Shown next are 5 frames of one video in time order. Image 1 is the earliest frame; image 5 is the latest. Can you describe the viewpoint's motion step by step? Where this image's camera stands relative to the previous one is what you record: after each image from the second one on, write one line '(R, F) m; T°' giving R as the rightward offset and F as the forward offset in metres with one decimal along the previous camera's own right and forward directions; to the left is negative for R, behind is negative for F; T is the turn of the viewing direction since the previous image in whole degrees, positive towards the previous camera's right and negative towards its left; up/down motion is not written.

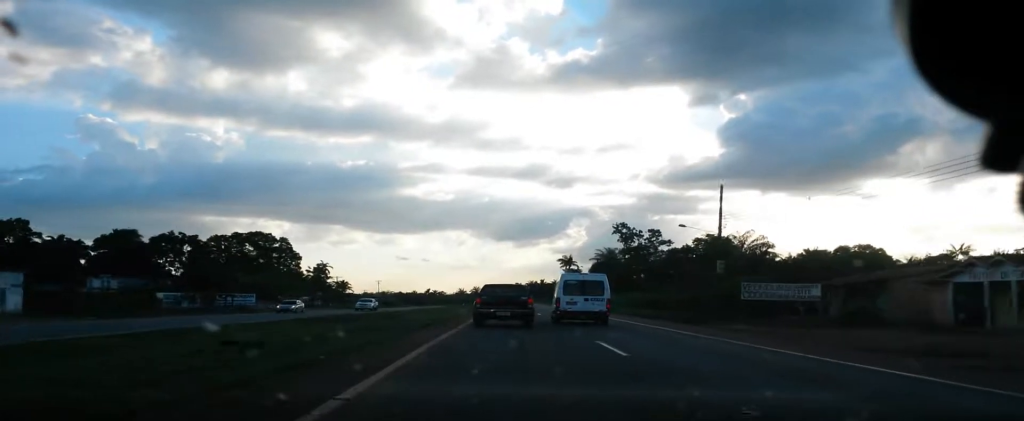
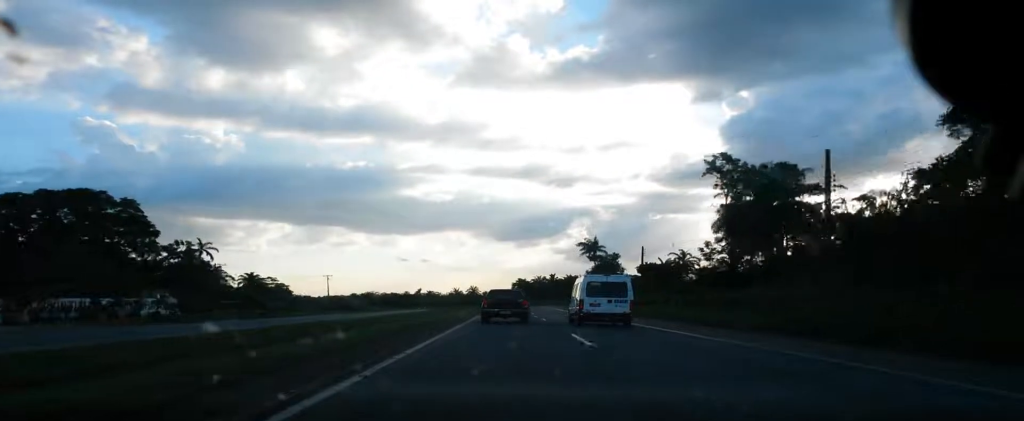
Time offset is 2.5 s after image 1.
(+0.6, +69.0) m; 0°
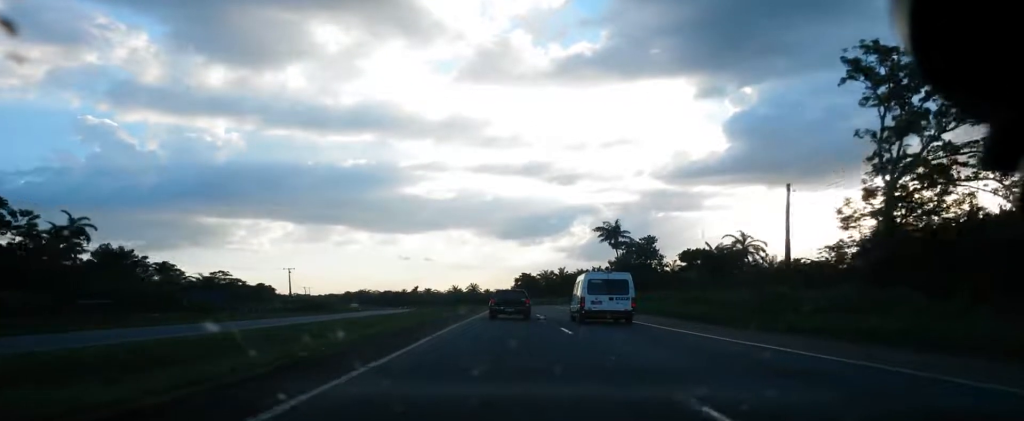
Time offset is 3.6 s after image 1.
(-0.4, +31.0) m; -1°
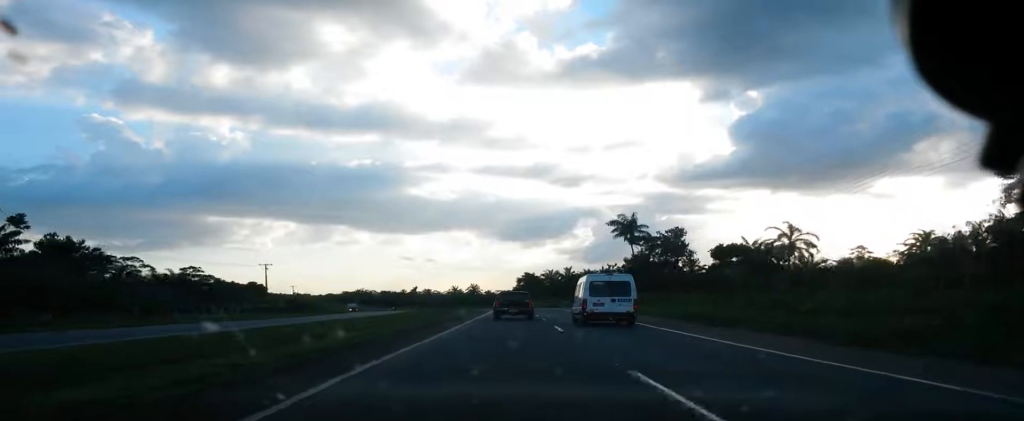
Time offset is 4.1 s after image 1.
(0.0, +14.5) m; +1°
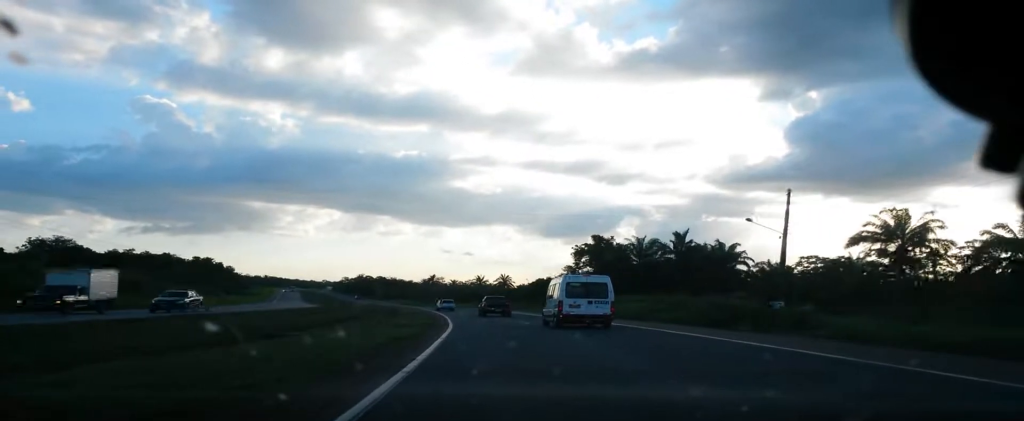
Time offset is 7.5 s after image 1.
(+1.0, +95.3) m; -1°
